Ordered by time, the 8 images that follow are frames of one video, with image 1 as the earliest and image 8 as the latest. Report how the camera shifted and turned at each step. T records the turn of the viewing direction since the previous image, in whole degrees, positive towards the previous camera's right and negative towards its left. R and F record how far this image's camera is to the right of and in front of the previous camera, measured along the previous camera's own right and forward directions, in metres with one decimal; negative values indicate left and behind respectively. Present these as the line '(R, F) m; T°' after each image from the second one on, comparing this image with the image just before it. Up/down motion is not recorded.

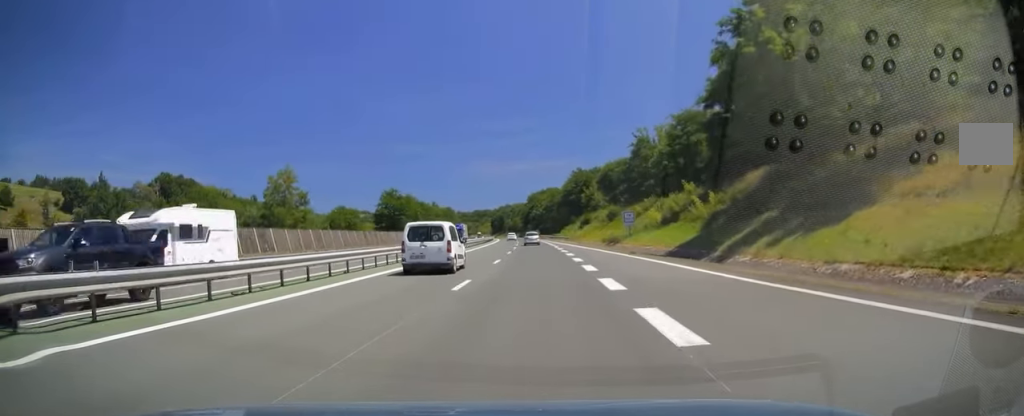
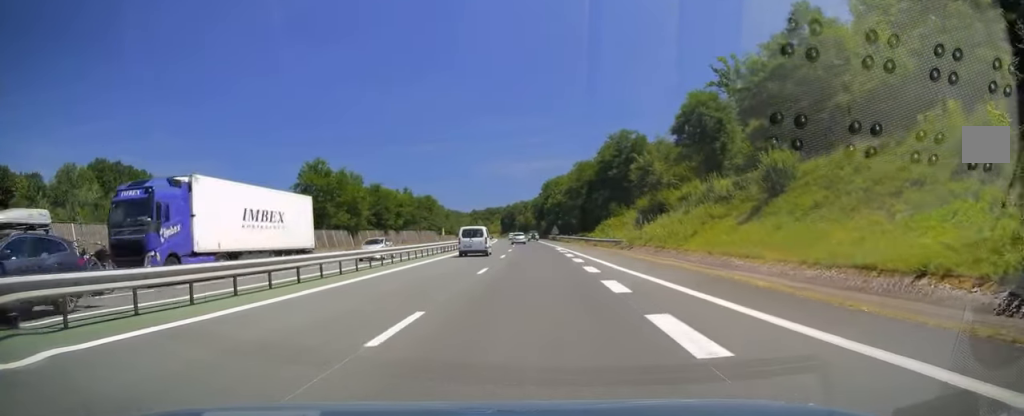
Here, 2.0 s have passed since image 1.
(-1.1, +58.8) m; -2°
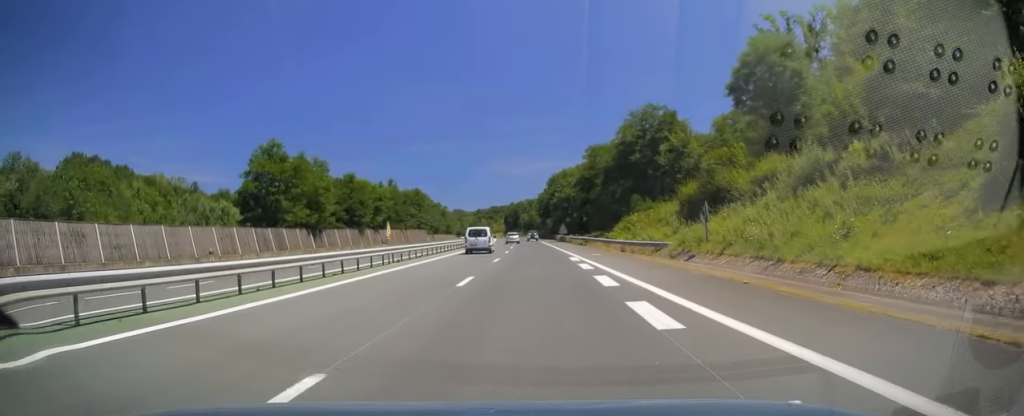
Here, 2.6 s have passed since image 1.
(+0.1, +17.6) m; -1°
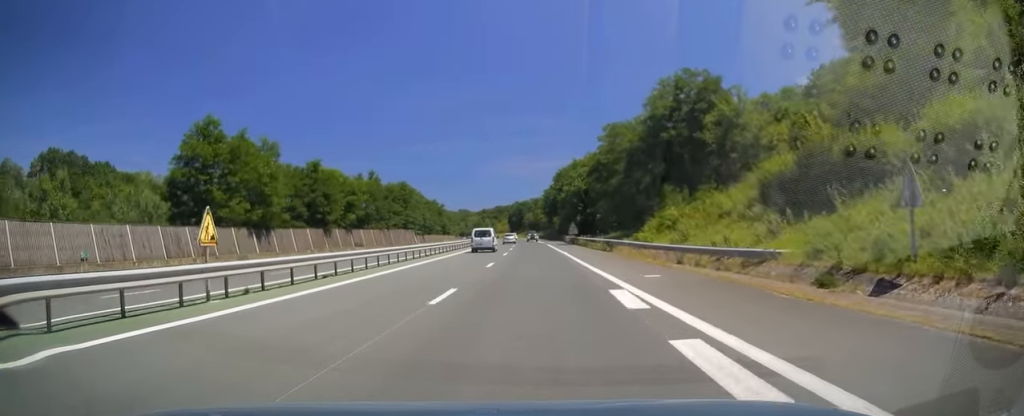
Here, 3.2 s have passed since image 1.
(-0.2, +16.6) m; -1°
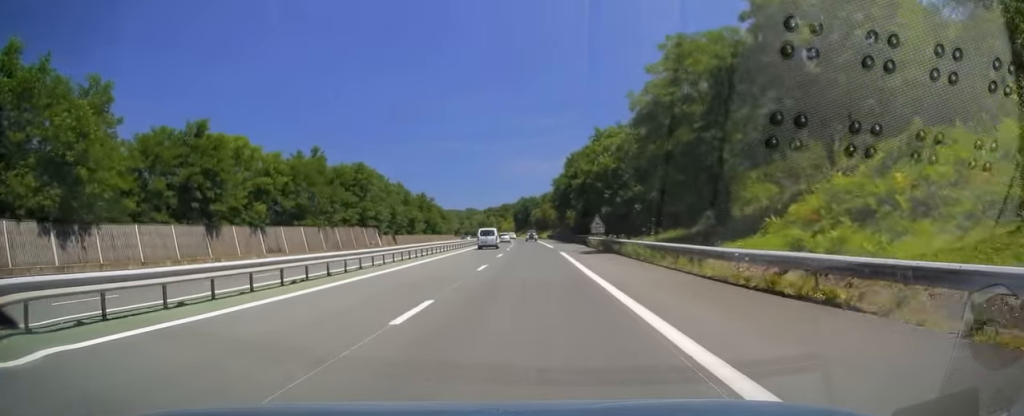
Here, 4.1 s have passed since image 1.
(-0.3, +28.5) m; -1°
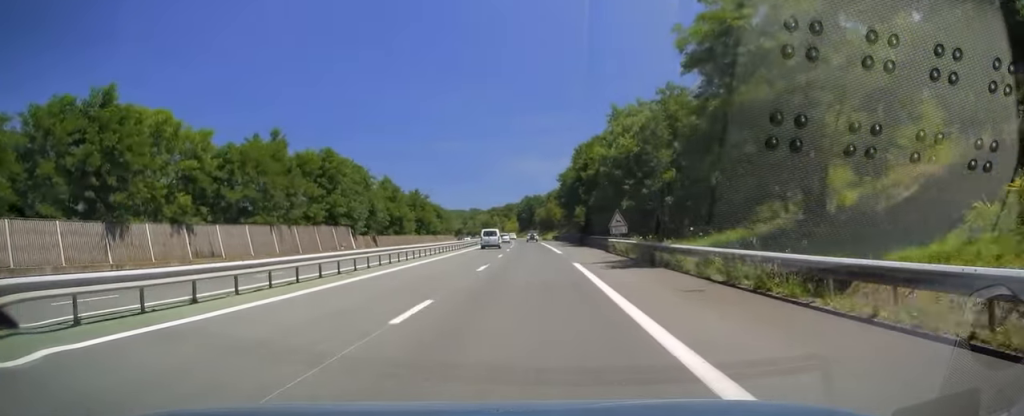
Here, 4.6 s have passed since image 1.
(+0.1, +12.8) m; 0°
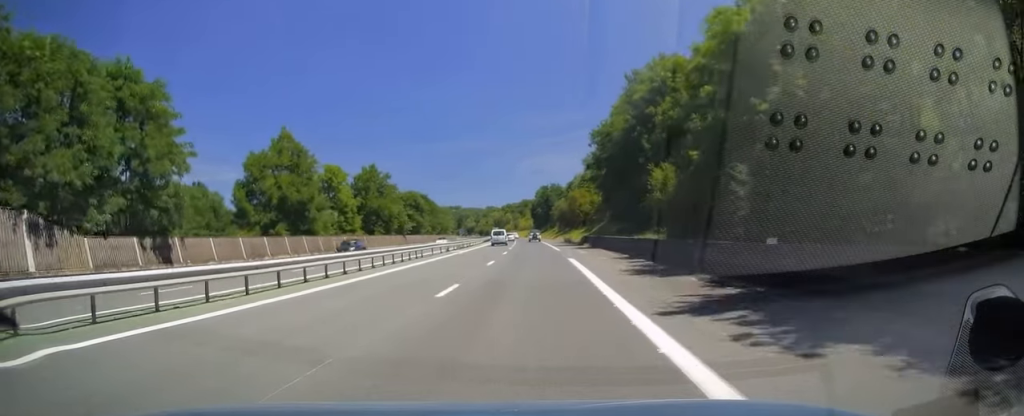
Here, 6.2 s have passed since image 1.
(-0.8, +47.6) m; -2°
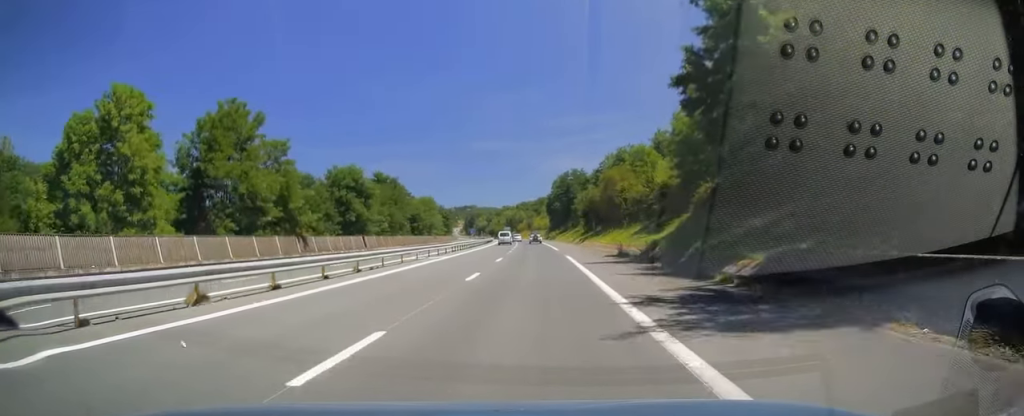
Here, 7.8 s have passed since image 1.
(-0.7, +46.6) m; -2°
